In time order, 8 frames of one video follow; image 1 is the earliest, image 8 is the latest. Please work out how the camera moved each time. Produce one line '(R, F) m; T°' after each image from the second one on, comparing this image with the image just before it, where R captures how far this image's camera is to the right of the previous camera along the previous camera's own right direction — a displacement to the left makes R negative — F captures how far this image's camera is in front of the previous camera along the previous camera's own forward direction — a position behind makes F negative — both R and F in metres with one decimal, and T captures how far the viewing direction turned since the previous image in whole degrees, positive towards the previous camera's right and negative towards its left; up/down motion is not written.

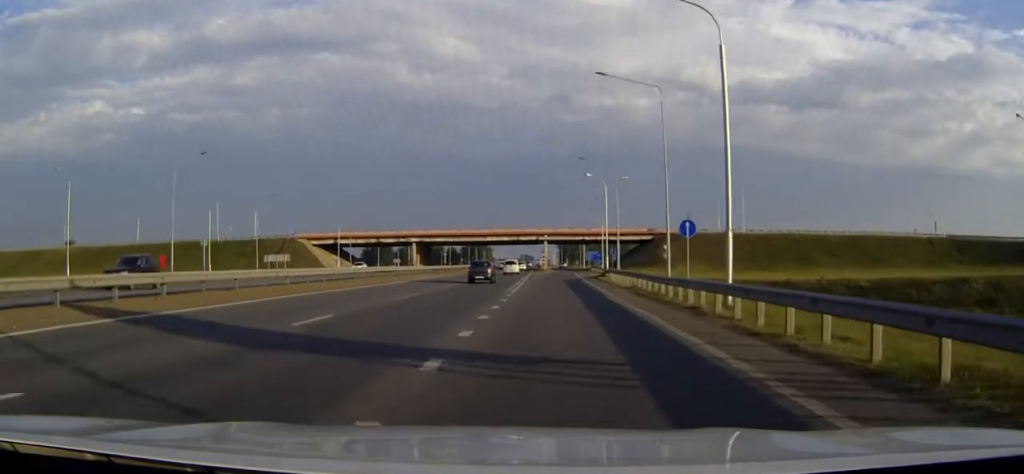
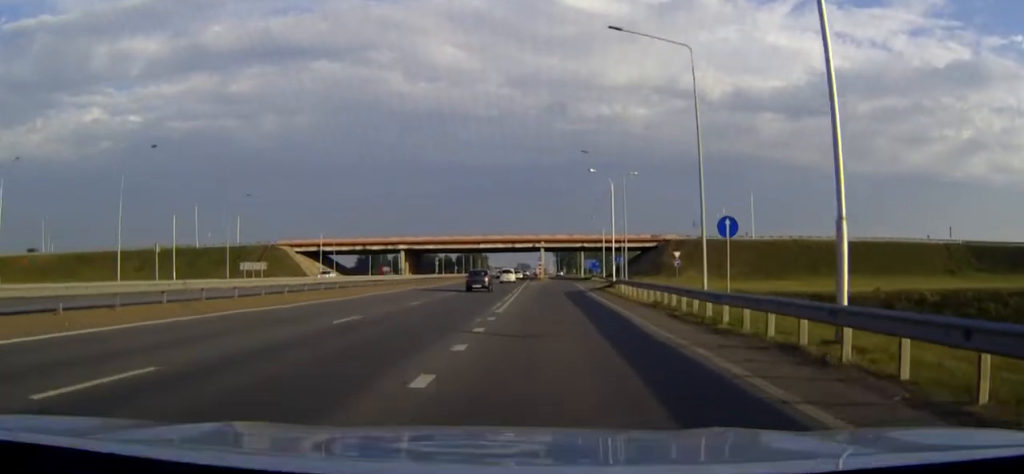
(0.0, +16.1) m; 0°
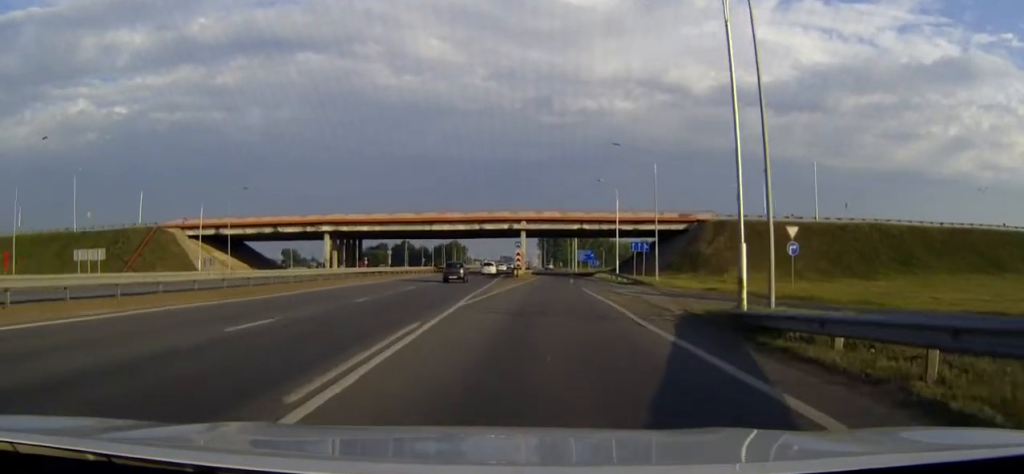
(0.0, +77.8) m; 0°
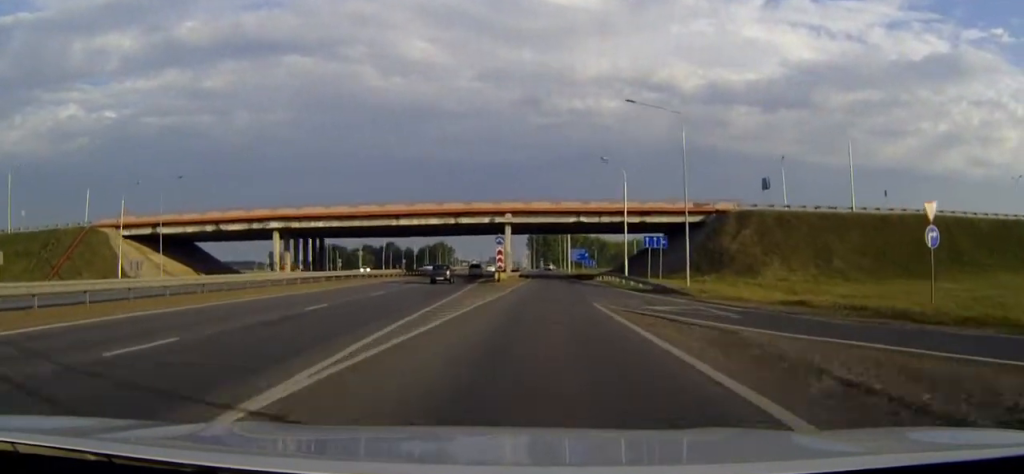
(0.0, +32.0) m; 0°
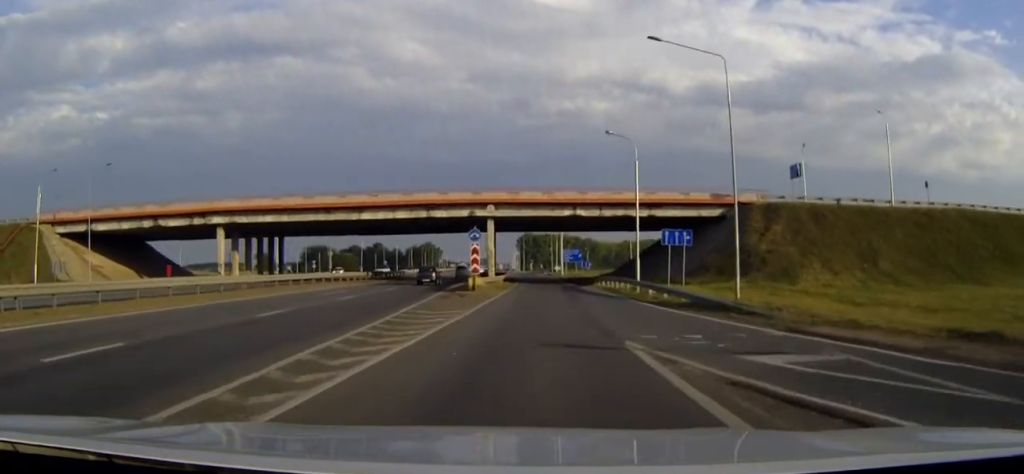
(0.0, +26.5) m; 0°
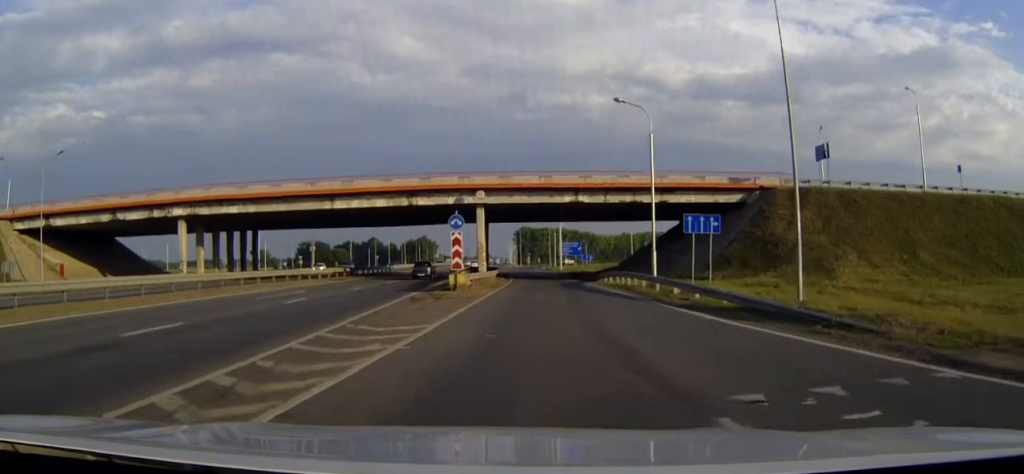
(0.0, +16.2) m; 0°
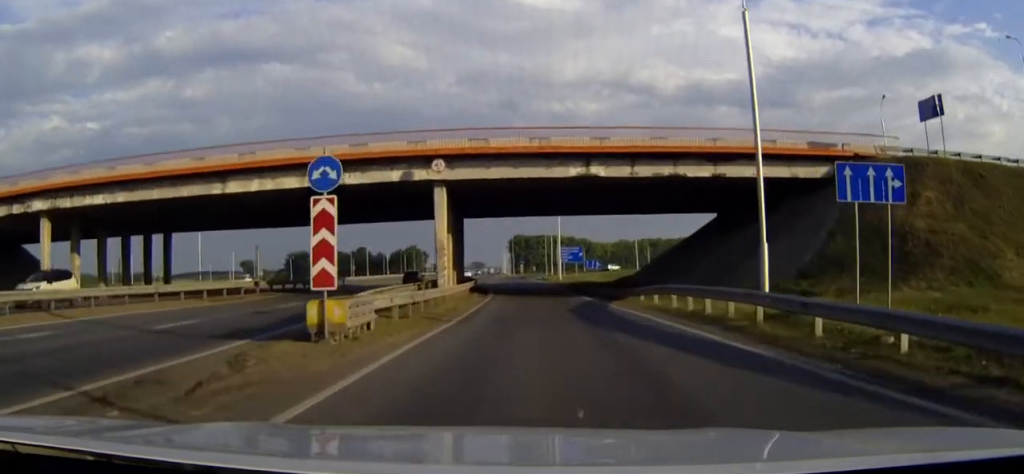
(+0.3, +31.8) m; +2°
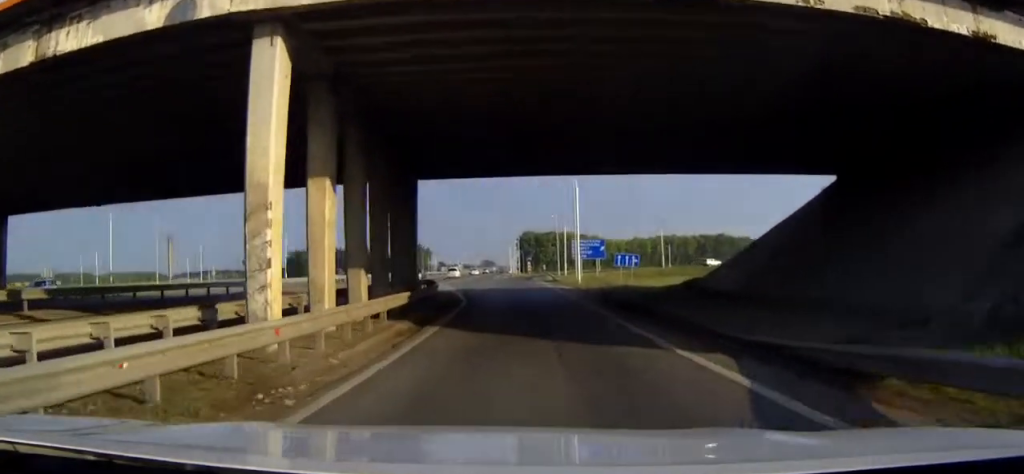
(+0.3, +24.8) m; 0°
